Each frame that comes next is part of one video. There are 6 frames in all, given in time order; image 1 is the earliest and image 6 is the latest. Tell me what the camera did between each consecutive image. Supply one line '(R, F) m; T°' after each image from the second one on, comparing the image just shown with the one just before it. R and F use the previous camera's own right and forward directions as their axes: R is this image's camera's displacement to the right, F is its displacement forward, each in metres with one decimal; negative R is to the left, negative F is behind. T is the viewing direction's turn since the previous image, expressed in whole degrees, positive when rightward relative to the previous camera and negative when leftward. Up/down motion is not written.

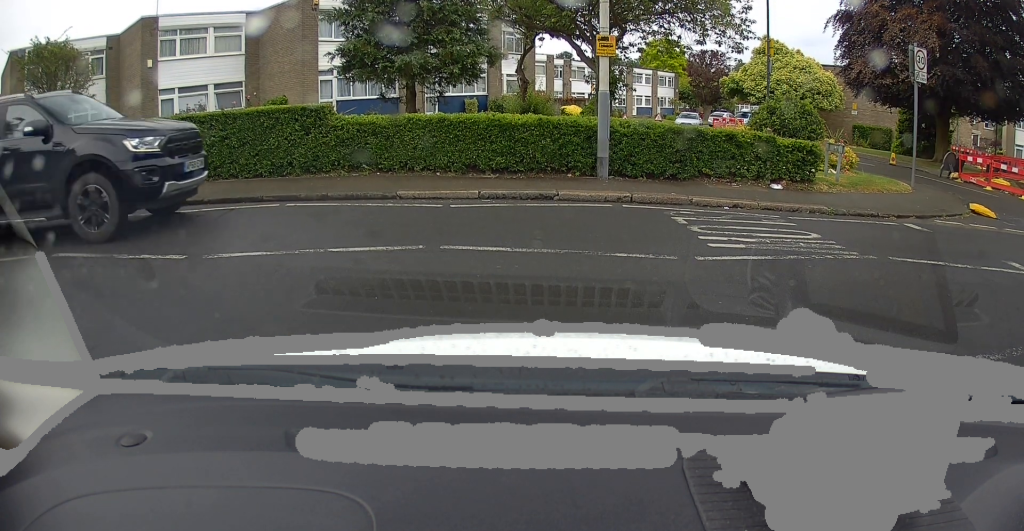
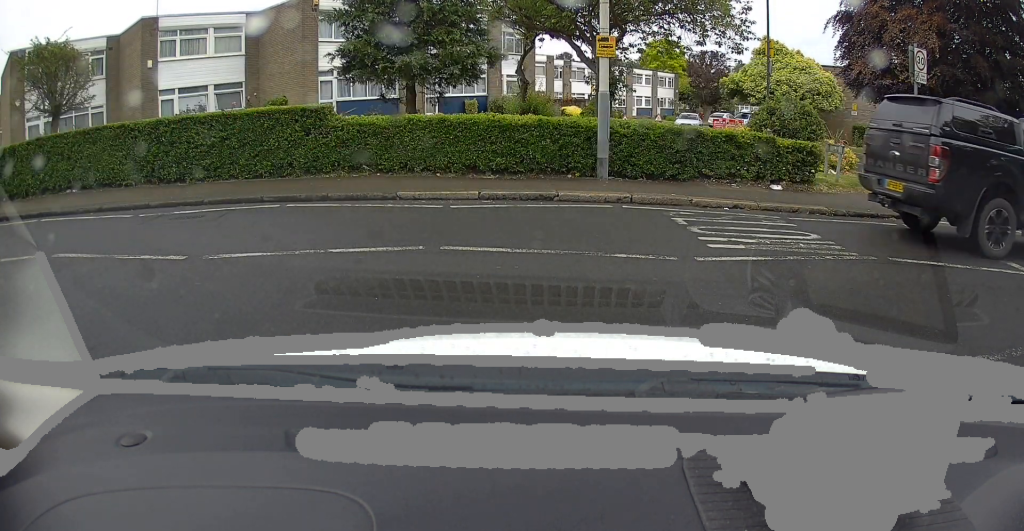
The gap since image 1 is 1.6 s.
(0.0, 0.0) m; 0°
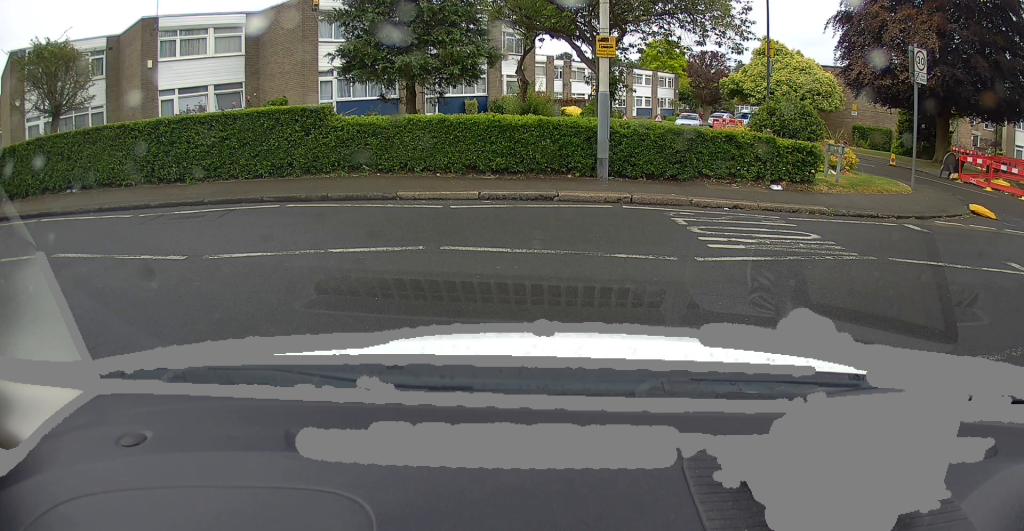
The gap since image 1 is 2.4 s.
(0.0, 0.0) m; 0°
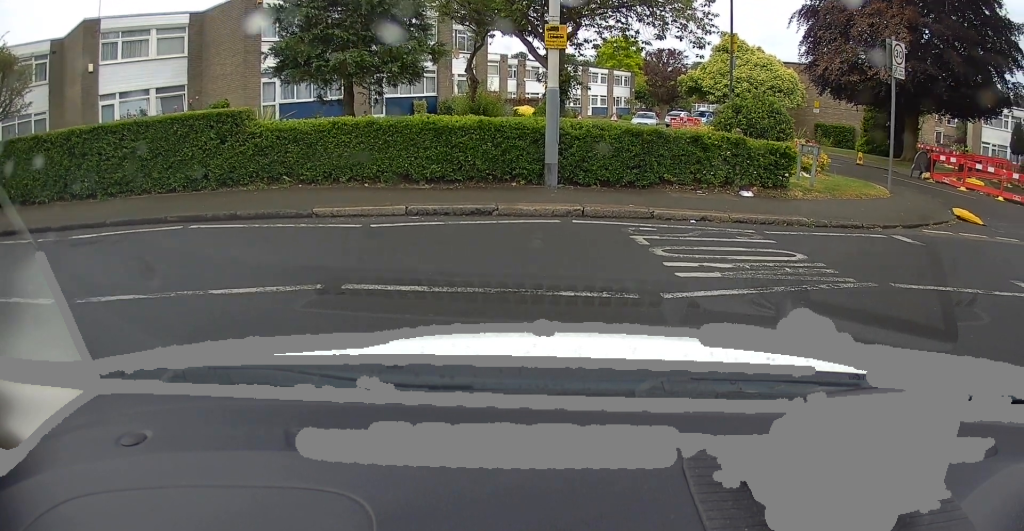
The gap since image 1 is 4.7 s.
(-0.5, +0.9) m; 0°
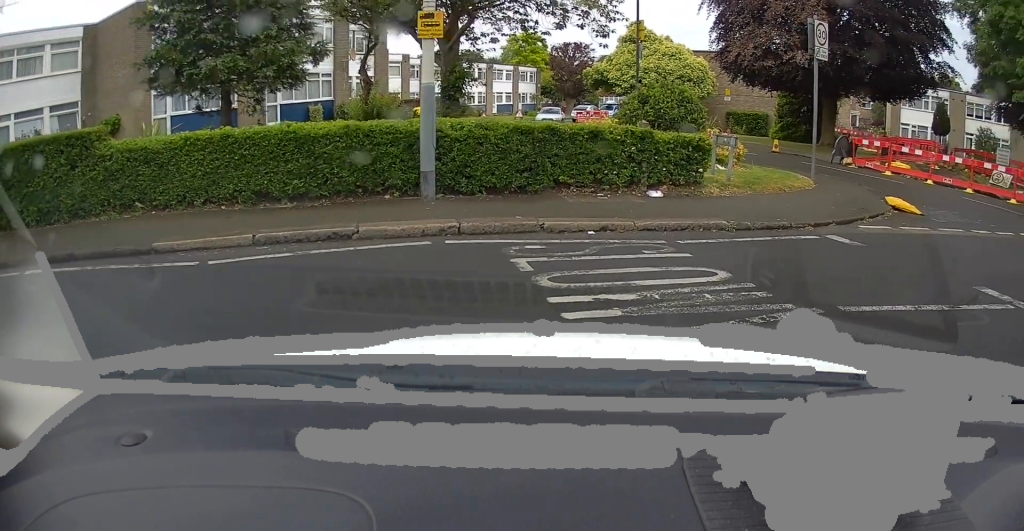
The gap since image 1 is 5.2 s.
(-0.3, +0.7) m; 0°
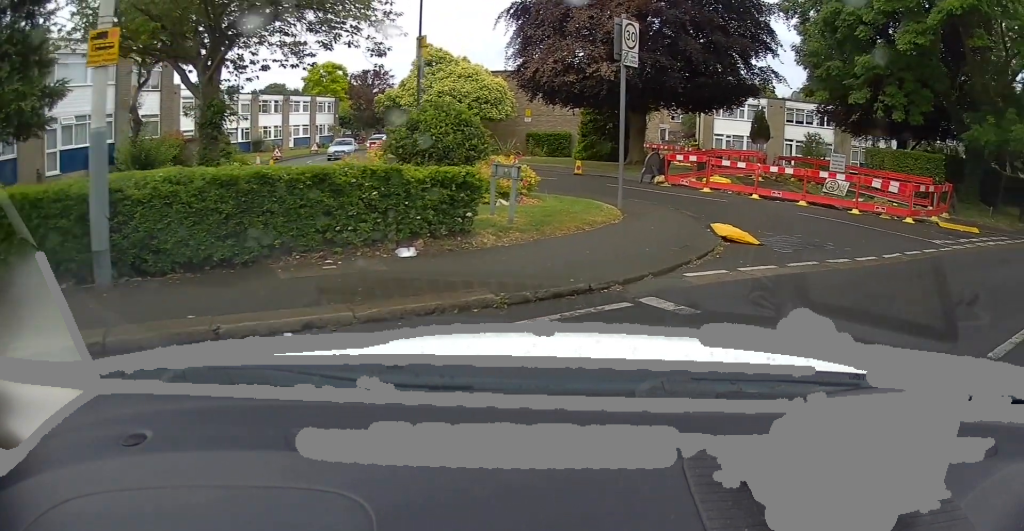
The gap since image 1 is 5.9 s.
(0.0, +1.6) m; +8°
